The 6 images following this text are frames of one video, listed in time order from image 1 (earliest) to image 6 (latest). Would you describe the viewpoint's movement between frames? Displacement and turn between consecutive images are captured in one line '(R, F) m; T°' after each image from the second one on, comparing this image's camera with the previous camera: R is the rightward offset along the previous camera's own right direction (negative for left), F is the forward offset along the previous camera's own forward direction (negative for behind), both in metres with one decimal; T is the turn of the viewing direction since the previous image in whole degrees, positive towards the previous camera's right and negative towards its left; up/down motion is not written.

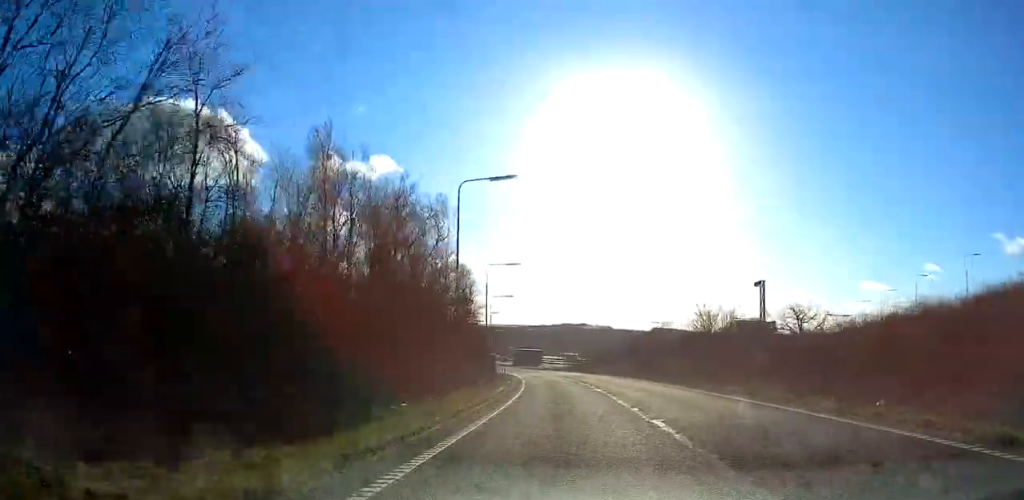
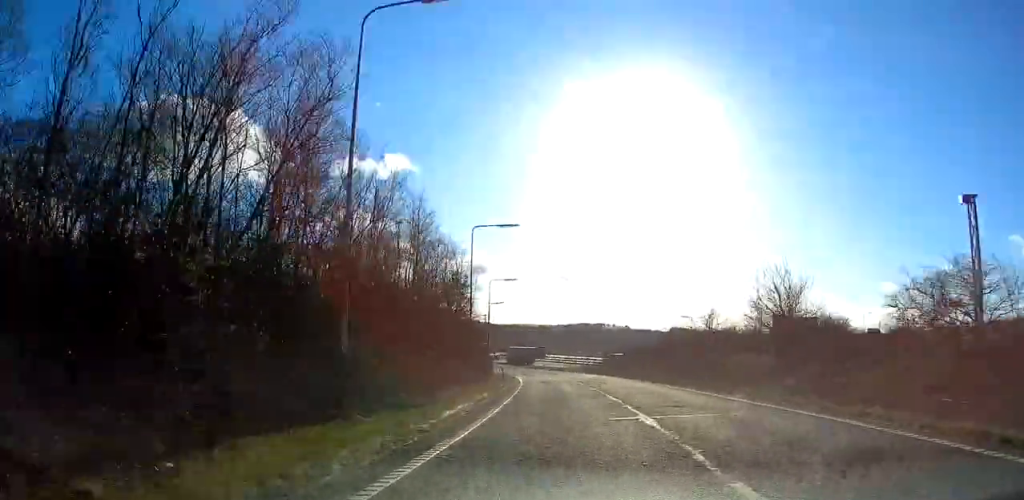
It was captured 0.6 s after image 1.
(-0.1, +15.6) m; -1°
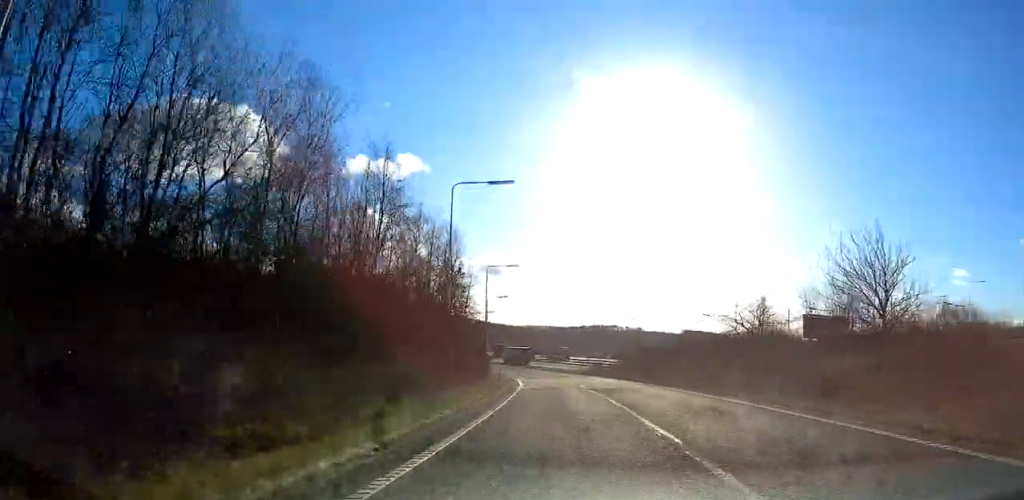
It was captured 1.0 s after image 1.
(-0.1, +10.4) m; -1°
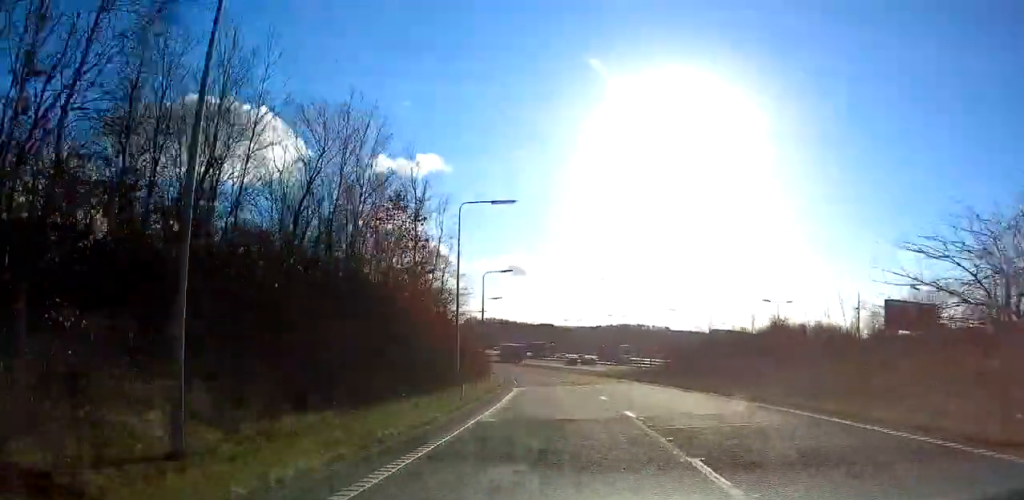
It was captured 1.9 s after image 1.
(-0.4, +22.7) m; -2°
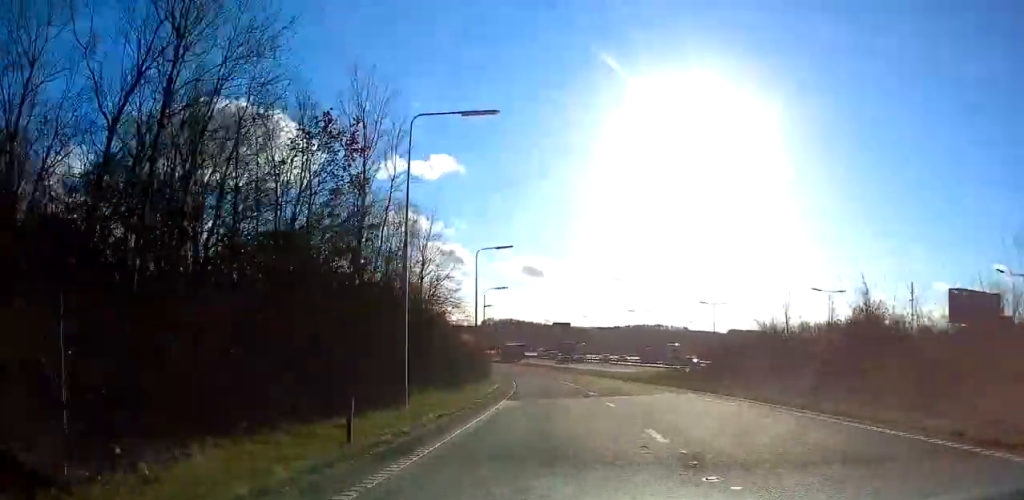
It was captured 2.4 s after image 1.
(0.0, +13.1) m; -1°
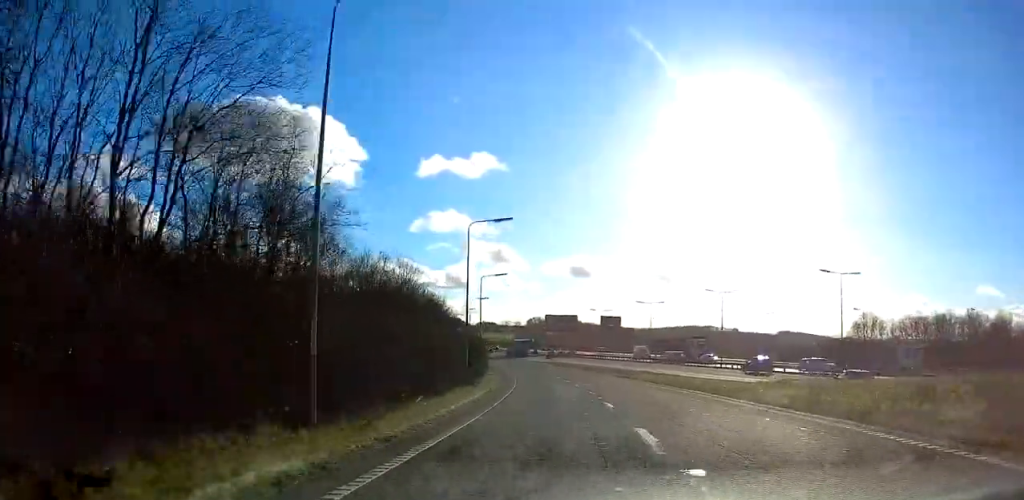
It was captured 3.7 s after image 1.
(-1.6, +35.3) m; -5°
